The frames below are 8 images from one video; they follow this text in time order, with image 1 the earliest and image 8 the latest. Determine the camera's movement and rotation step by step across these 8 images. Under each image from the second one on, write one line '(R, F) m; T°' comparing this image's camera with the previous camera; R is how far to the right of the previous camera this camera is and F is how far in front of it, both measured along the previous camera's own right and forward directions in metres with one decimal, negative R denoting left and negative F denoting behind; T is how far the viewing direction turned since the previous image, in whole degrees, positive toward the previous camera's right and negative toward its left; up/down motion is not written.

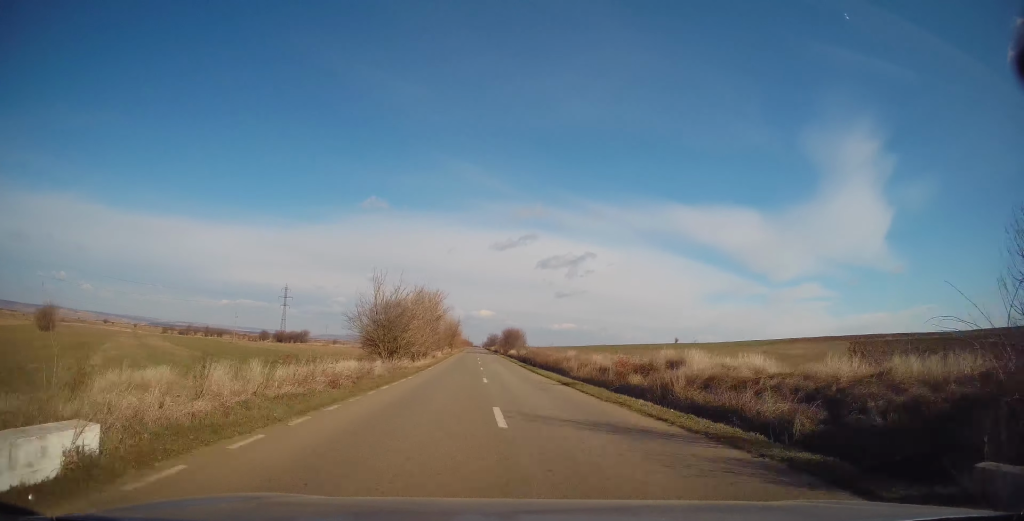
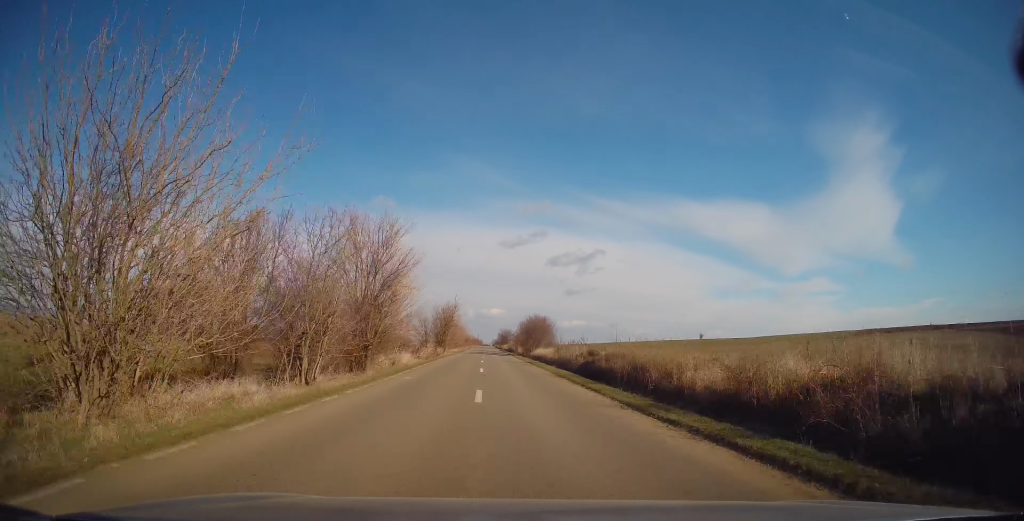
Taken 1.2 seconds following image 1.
(-0.5, +32.7) m; -1°
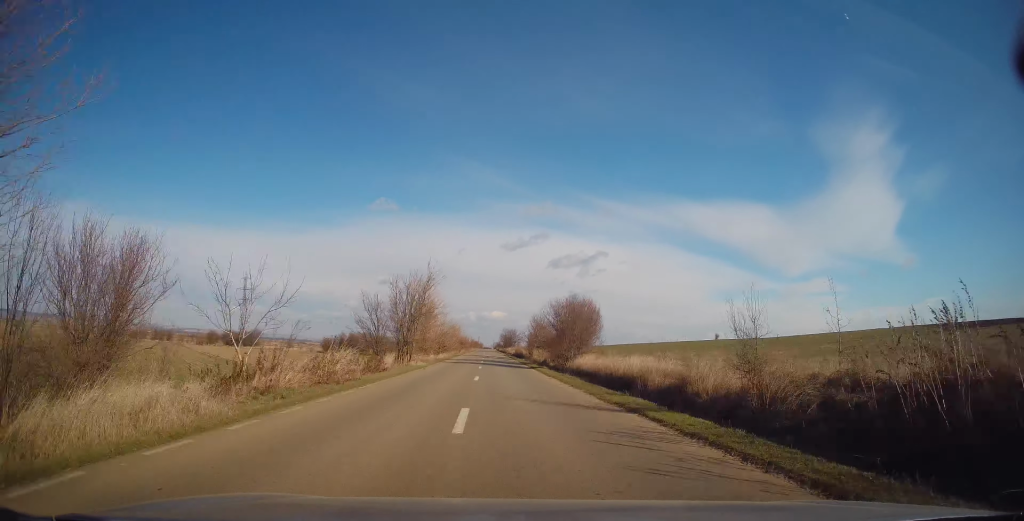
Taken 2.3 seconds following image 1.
(-0.1, +28.1) m; 0°
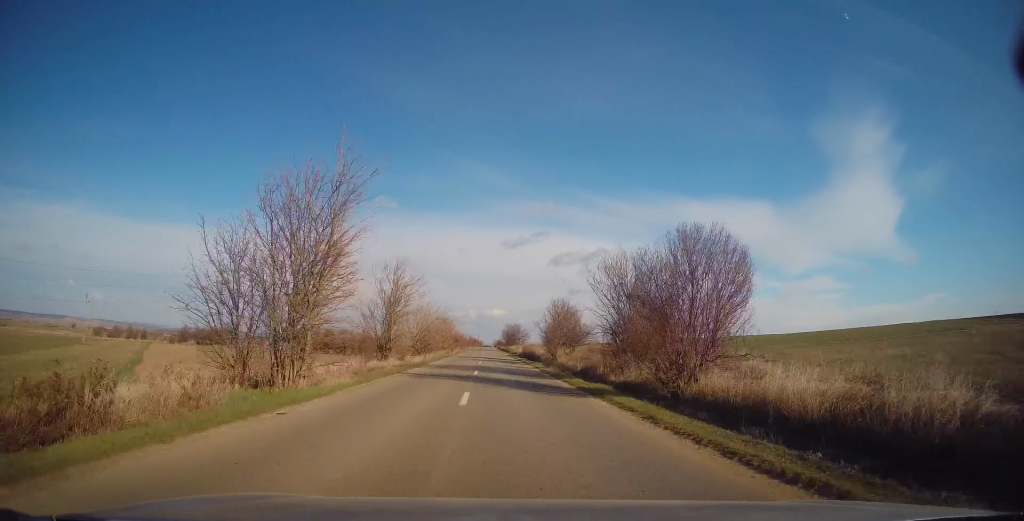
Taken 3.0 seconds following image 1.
(+0.1, +19.7) m; +1°
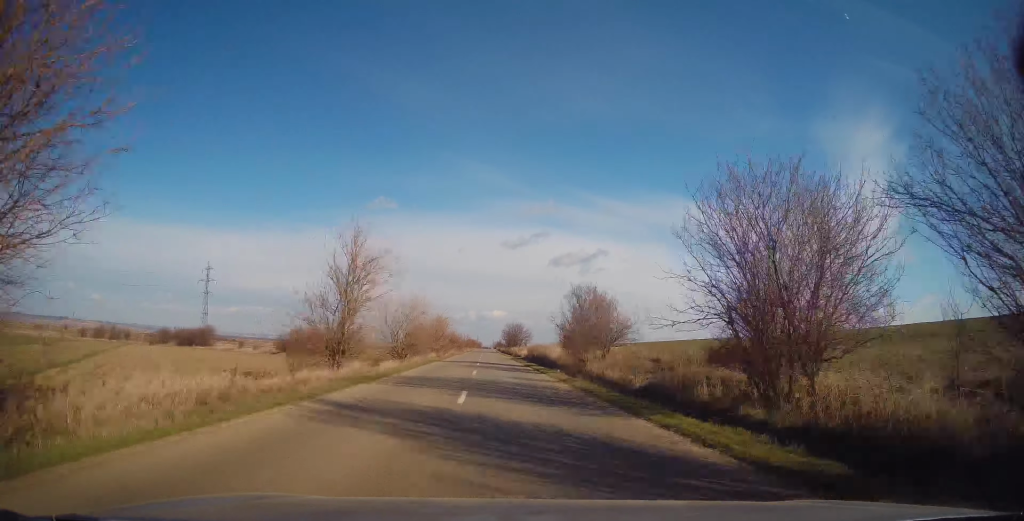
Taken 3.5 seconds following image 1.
(+0.1, +11.8) m; 0°
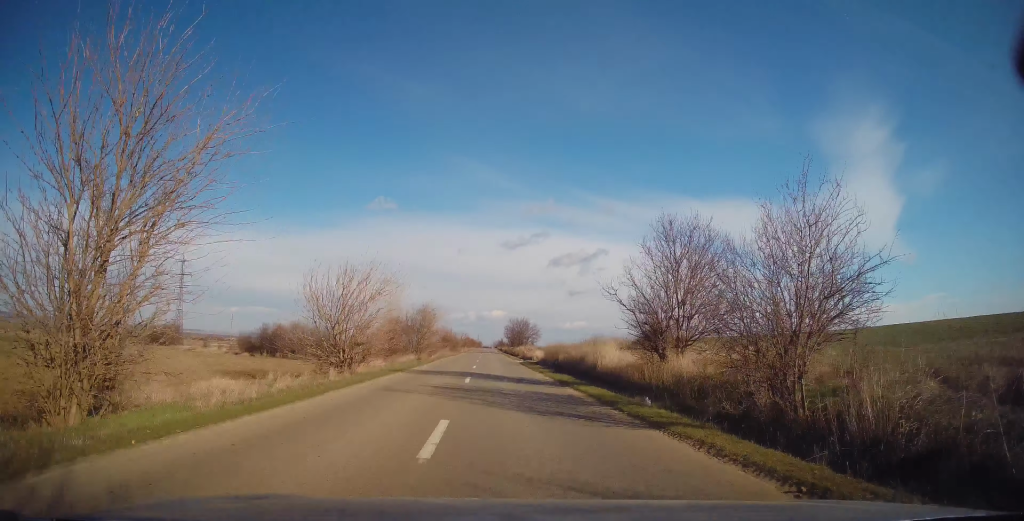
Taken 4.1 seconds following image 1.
(+0.2, +17.7) m; 0°
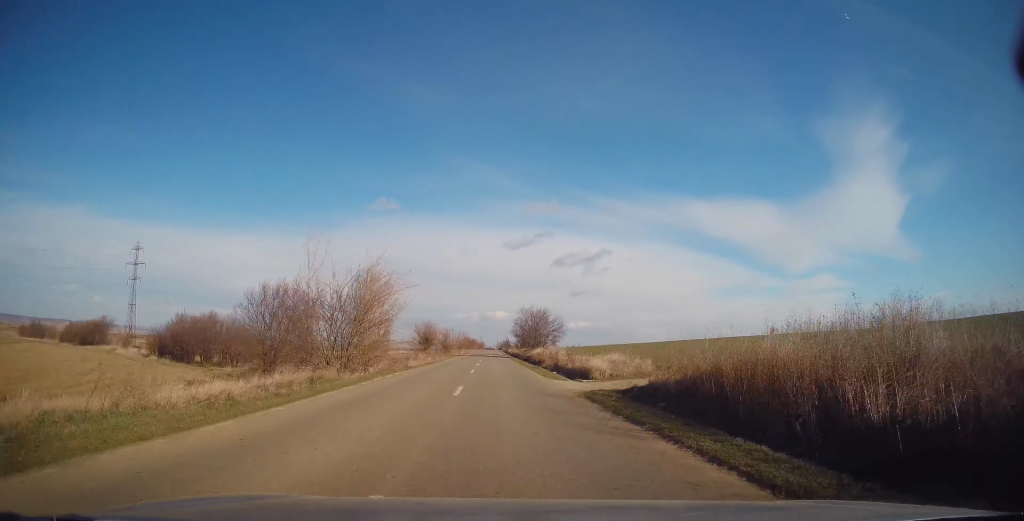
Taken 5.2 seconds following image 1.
(-0.4, +28.8) m; -1°
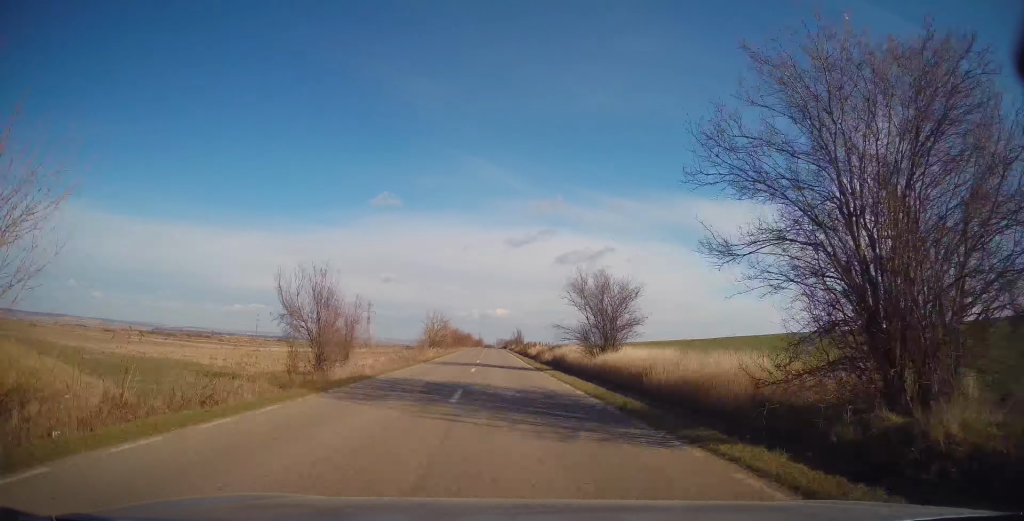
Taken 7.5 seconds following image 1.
(-0.8, +61.5) m; 0°
